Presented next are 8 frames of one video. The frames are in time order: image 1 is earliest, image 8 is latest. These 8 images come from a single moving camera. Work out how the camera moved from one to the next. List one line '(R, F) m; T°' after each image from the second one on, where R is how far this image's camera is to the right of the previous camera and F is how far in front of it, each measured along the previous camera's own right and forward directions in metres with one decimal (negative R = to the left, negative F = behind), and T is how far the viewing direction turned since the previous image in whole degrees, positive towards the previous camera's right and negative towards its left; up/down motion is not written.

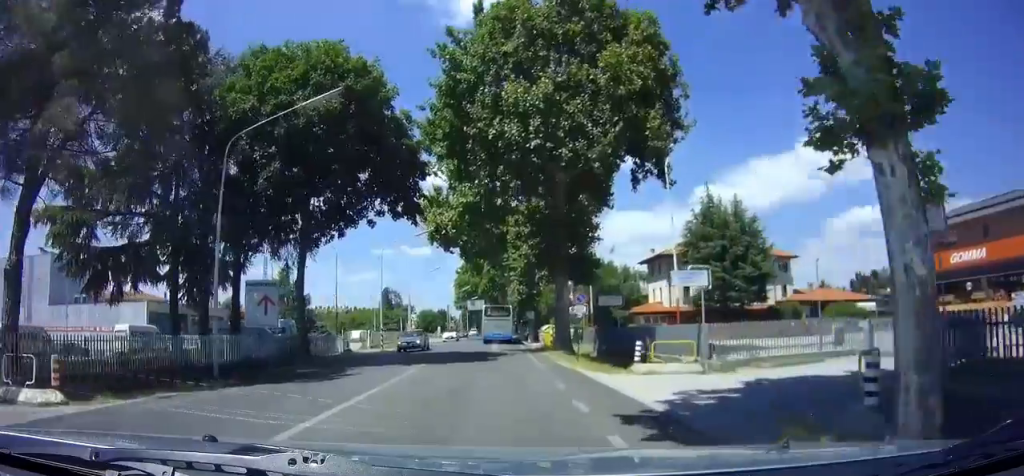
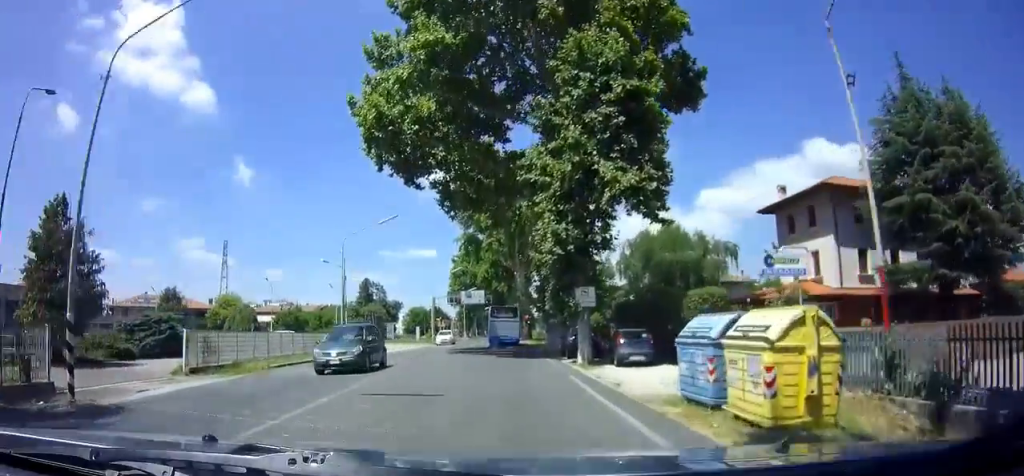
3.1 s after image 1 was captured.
(+0.3, +32.3) m; +1°
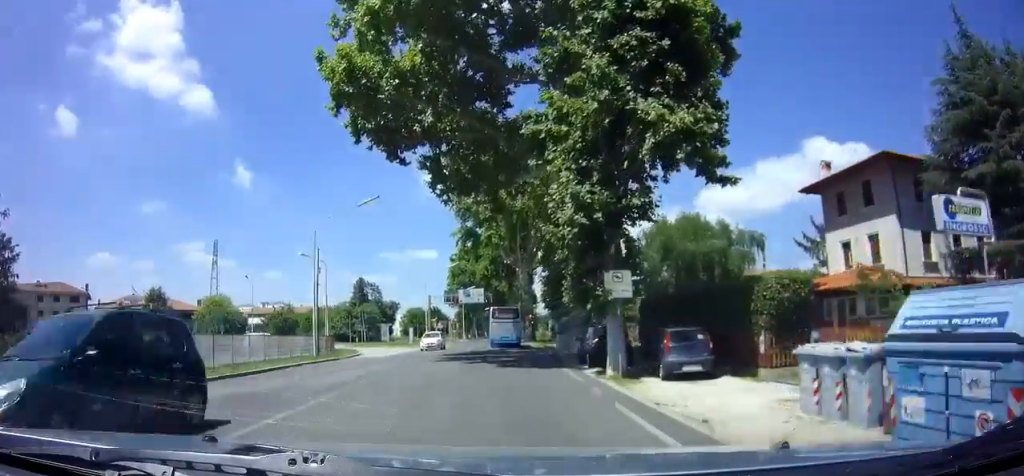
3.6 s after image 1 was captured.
(0.0, +6.5) m; 0°
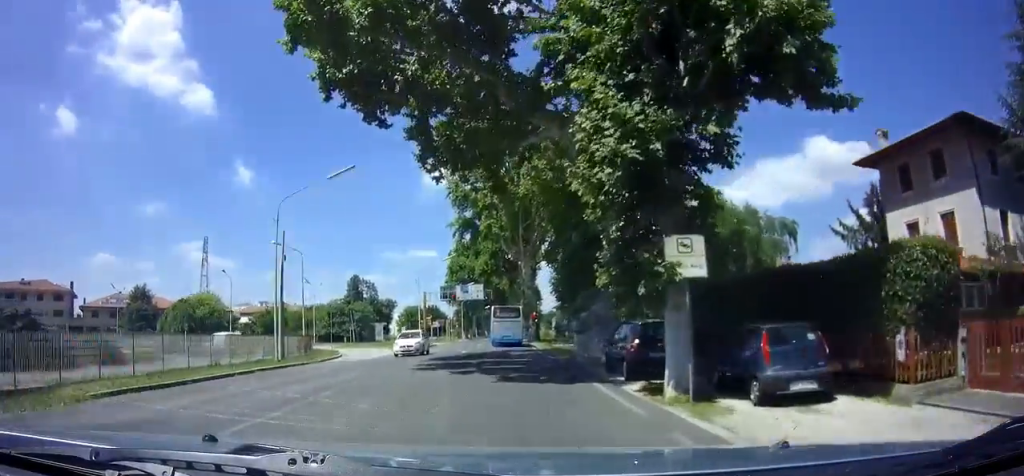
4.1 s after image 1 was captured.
(0.0, +5.4) m; 0°
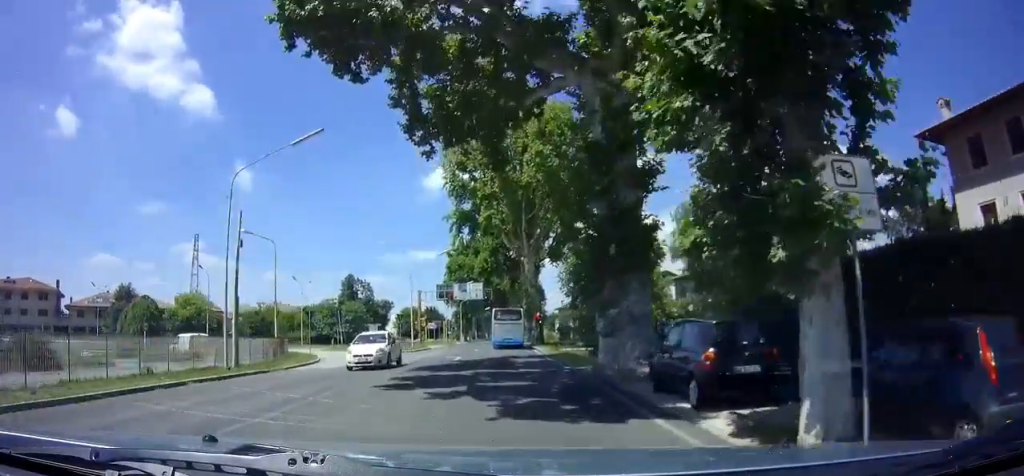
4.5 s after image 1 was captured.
(0.0, +5.1) m; 0°
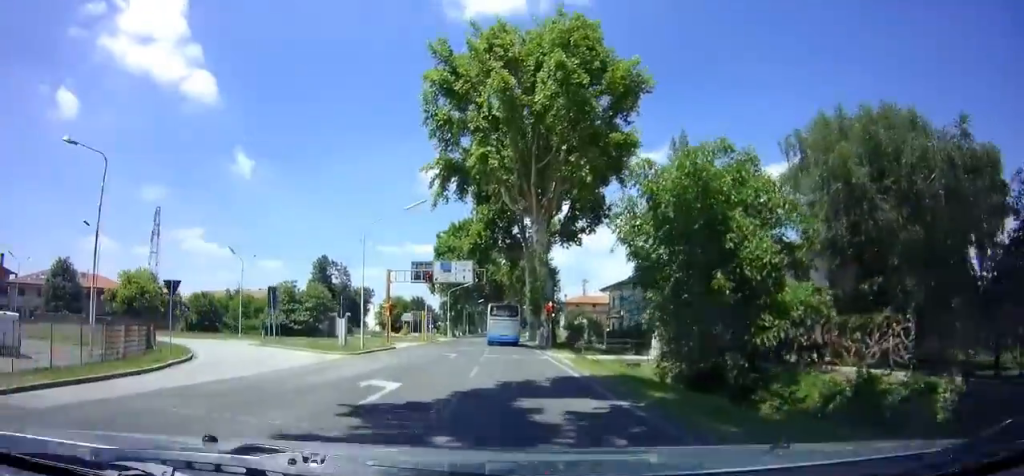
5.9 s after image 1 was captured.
(+0.2, +16.7) m; +1°
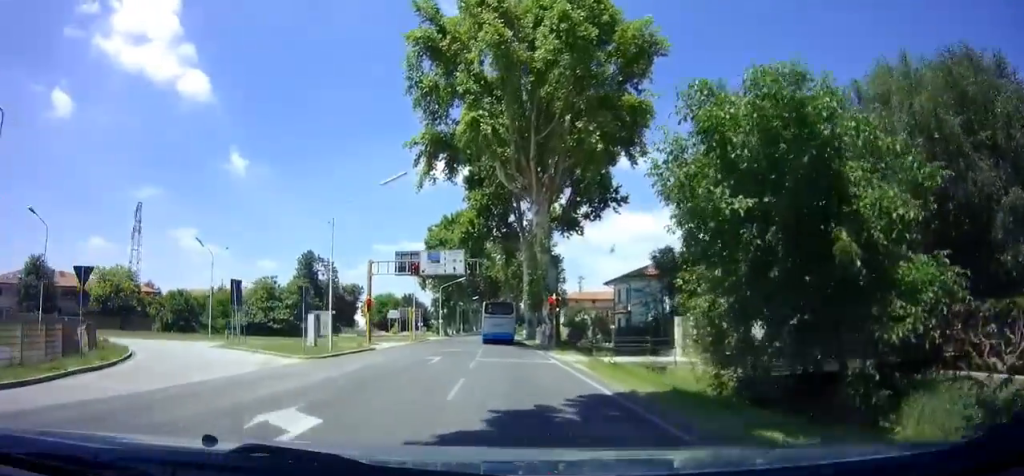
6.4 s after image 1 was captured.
(0.0, +5.2) m; 0°
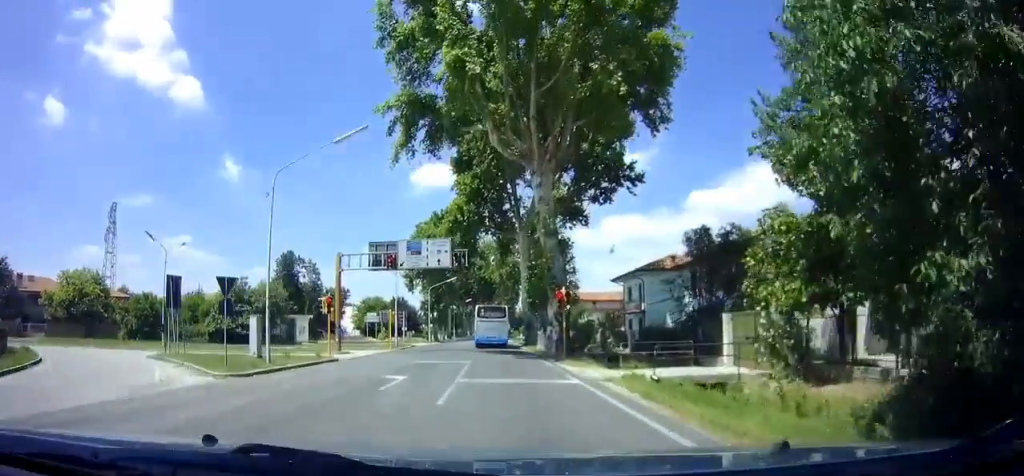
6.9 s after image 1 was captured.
(0.0, +7.0) m; 0°
